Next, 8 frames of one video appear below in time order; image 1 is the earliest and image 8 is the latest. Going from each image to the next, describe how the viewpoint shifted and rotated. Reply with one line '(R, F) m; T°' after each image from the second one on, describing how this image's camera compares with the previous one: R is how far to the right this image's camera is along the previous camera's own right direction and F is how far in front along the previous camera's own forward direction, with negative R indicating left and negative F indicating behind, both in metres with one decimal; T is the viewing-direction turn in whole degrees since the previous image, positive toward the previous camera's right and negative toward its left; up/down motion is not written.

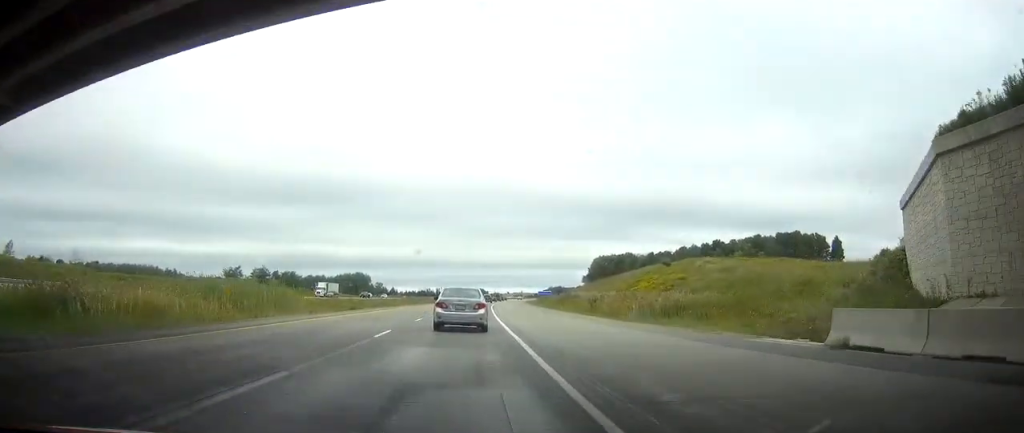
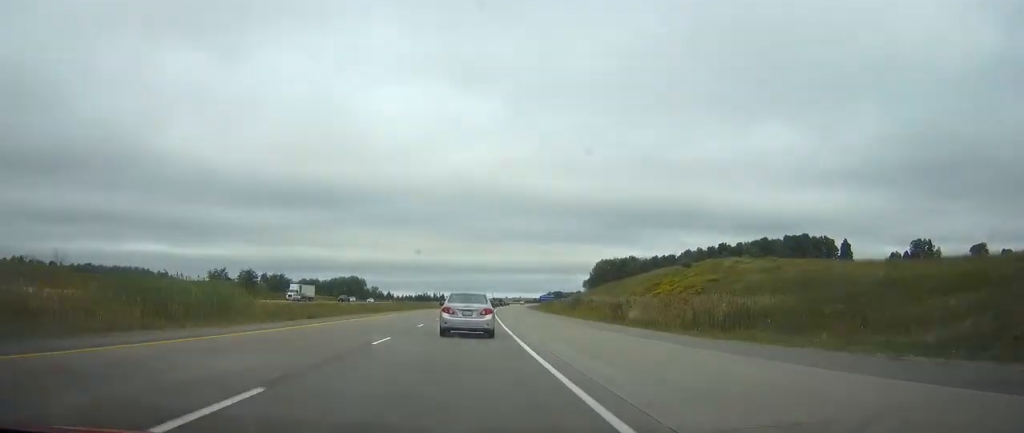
(0.0, +13.5) m; 0°
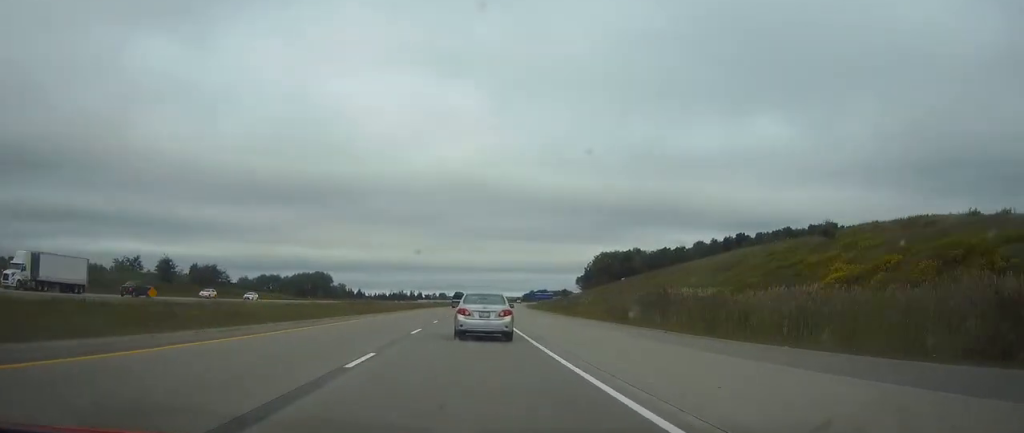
(+0.3, +54.3) m; +2°
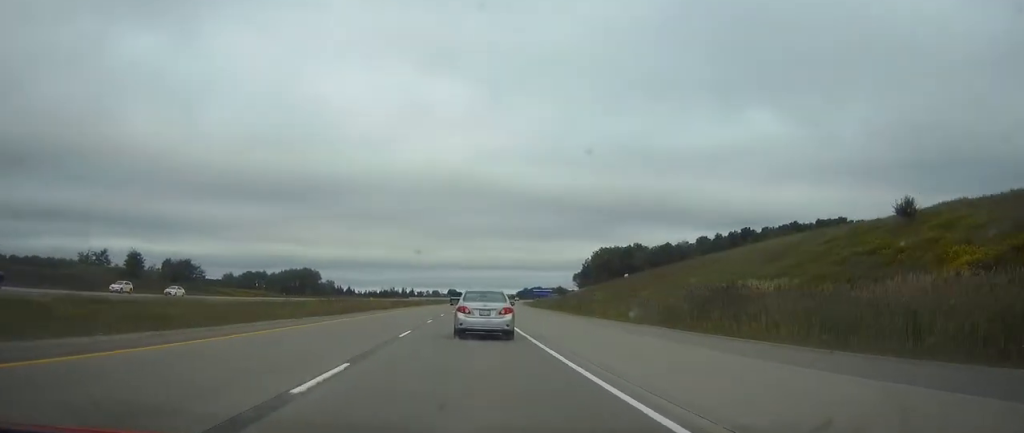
(+0.2, +15.5) m; +1°
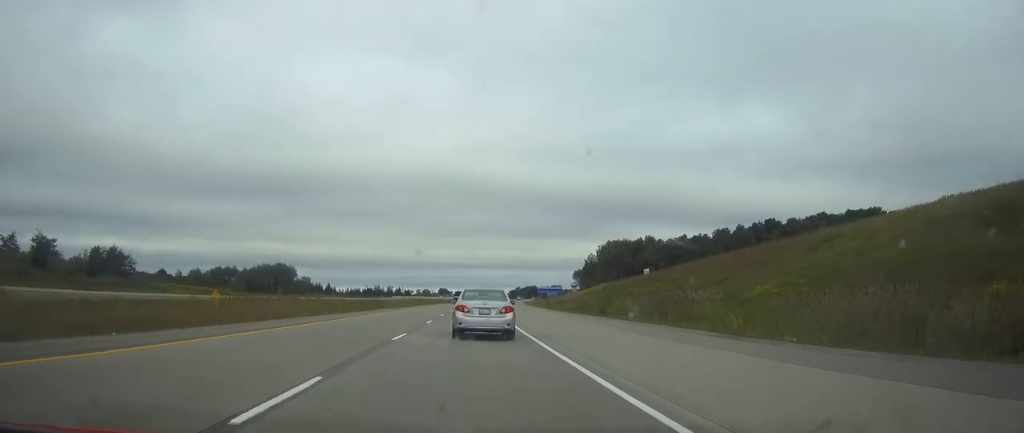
(+0.4, +38.5) m; +1°
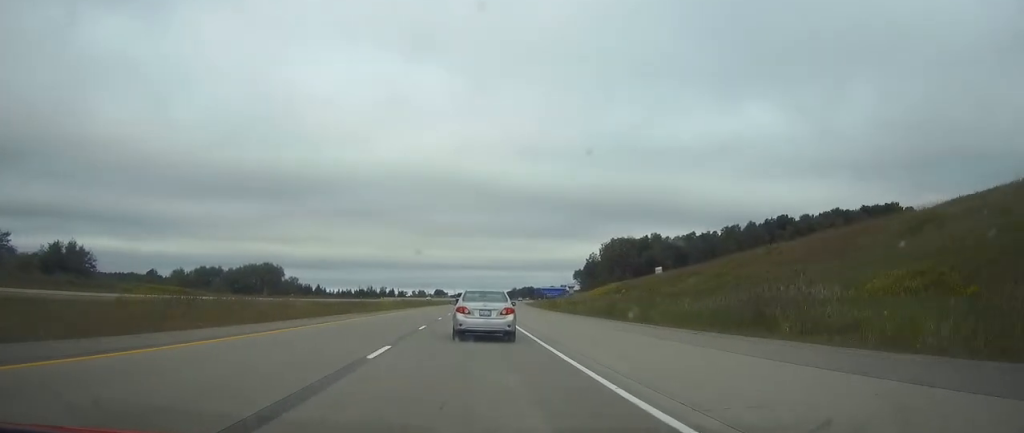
(+0.1, +17.2) m; 0°
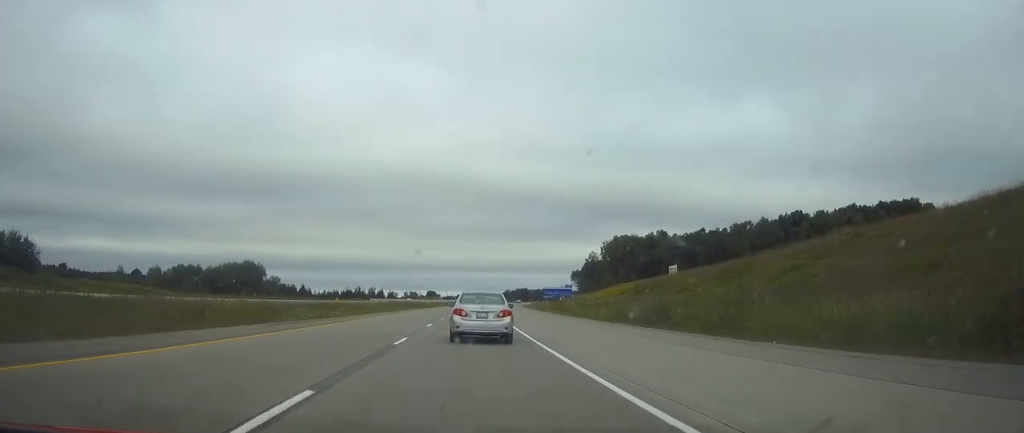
(0.0, +20.0) m; 0°
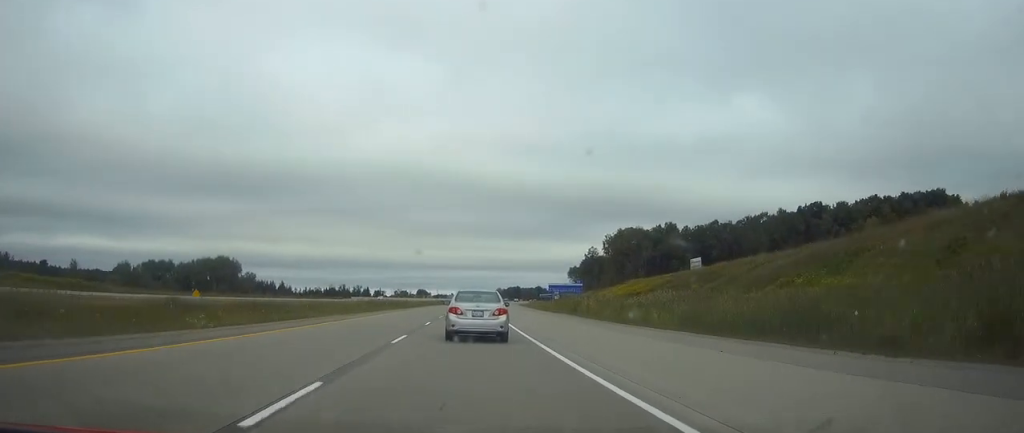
(0.0, +23.7) m; +1°
